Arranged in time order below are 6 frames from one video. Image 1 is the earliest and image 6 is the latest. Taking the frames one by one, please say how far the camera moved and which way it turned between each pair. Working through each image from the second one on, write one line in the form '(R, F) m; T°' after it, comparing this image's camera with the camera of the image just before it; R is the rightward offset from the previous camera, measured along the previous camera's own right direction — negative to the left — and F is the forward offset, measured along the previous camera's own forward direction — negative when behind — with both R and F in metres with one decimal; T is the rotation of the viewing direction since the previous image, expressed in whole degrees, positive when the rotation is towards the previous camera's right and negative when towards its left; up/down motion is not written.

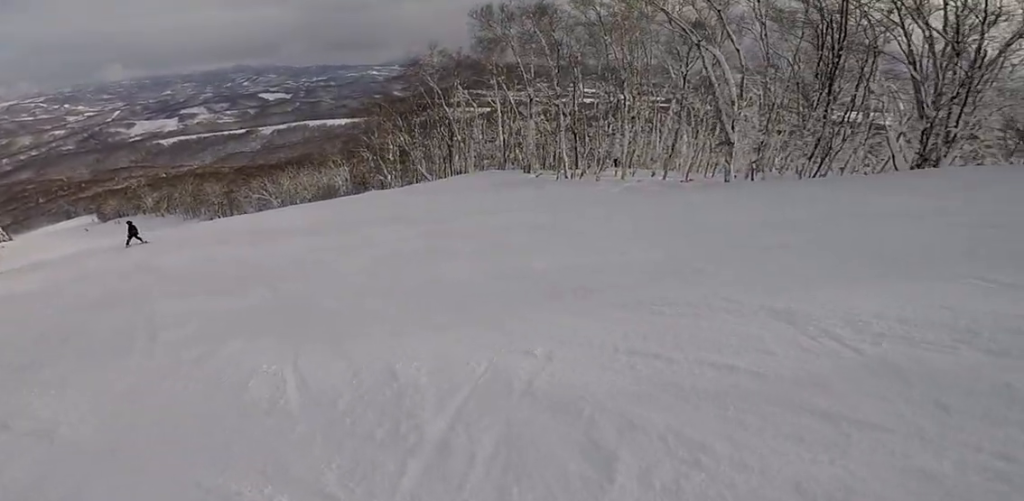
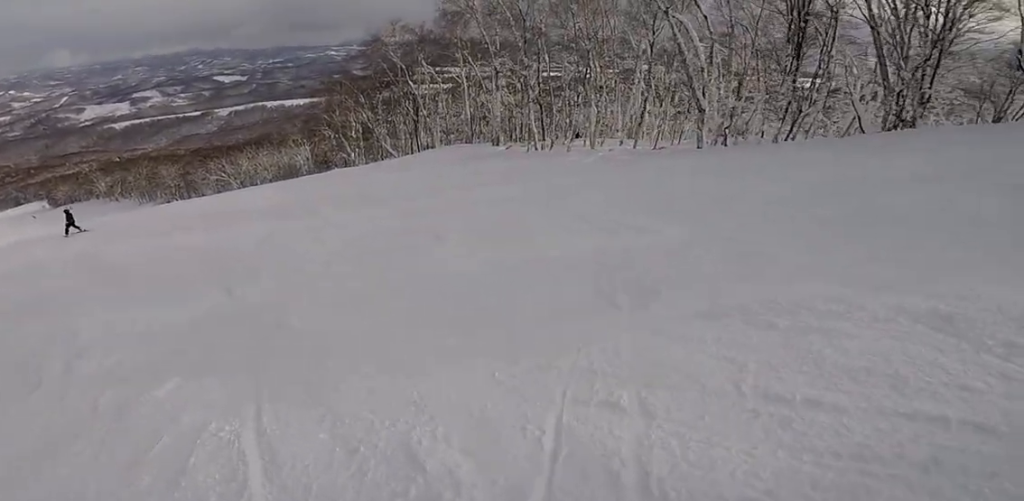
(+0.9, +1.4) m; +8°
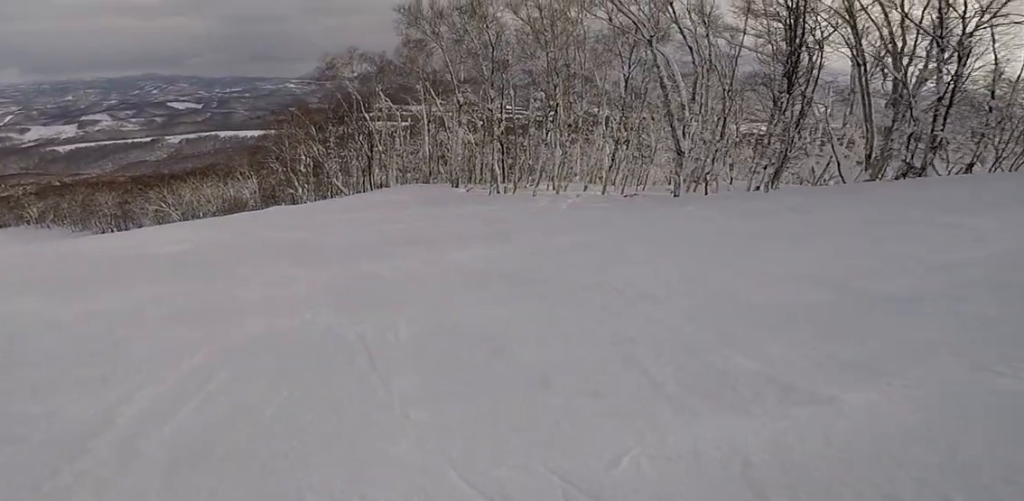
(+1.0, +3.8) m; +5°
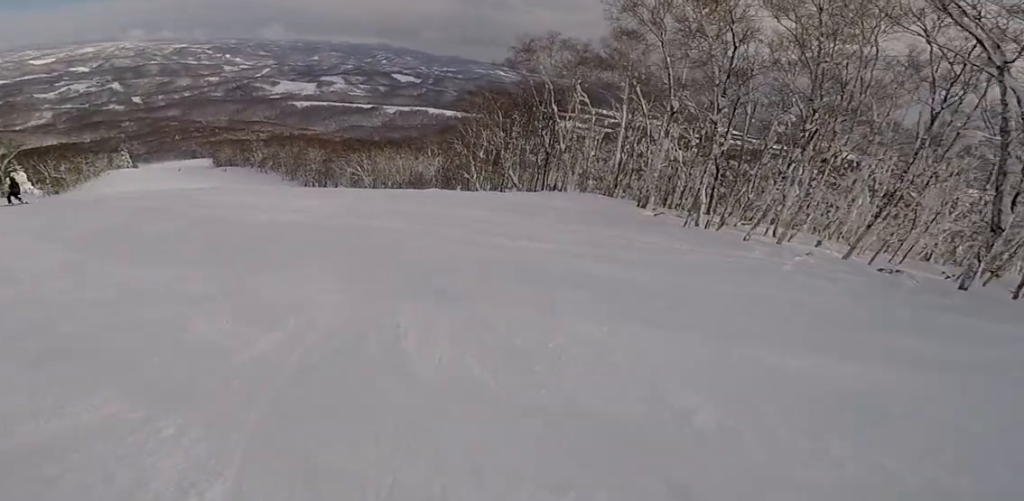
(-0.7, +4.2) m; -17°
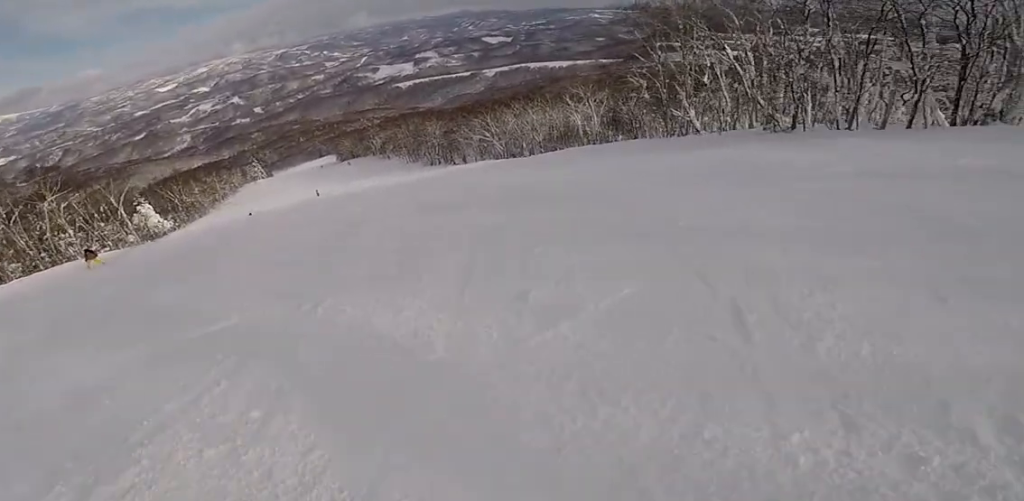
(-8.3, +18.7) m; -18°
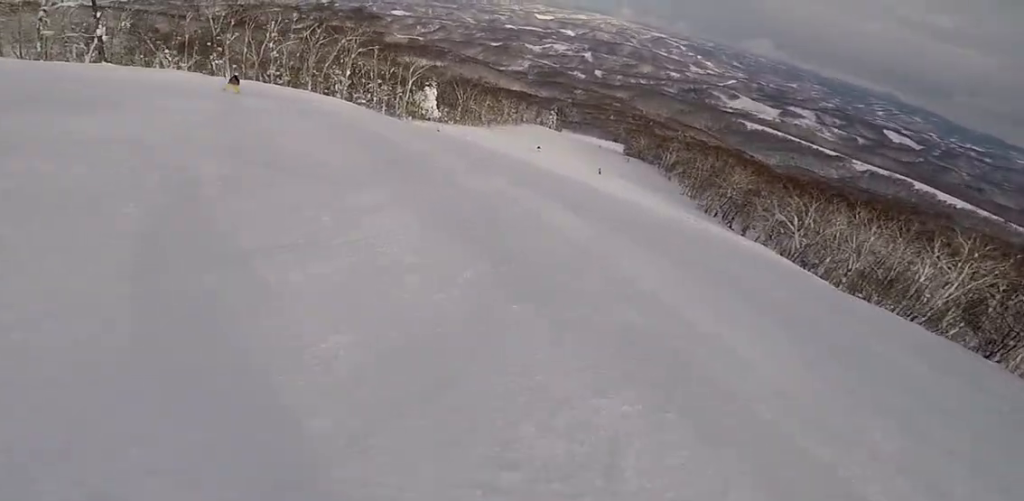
(-2.0, +9.0) m; -24°
